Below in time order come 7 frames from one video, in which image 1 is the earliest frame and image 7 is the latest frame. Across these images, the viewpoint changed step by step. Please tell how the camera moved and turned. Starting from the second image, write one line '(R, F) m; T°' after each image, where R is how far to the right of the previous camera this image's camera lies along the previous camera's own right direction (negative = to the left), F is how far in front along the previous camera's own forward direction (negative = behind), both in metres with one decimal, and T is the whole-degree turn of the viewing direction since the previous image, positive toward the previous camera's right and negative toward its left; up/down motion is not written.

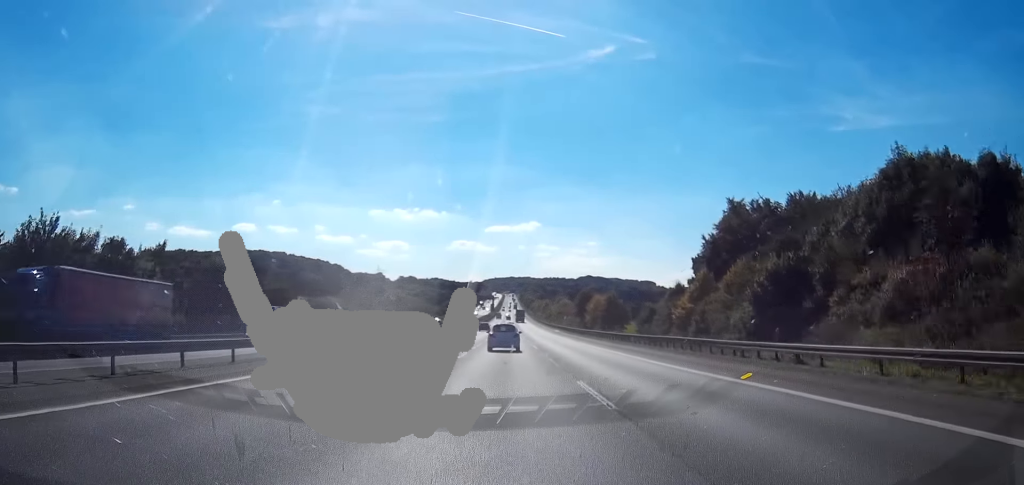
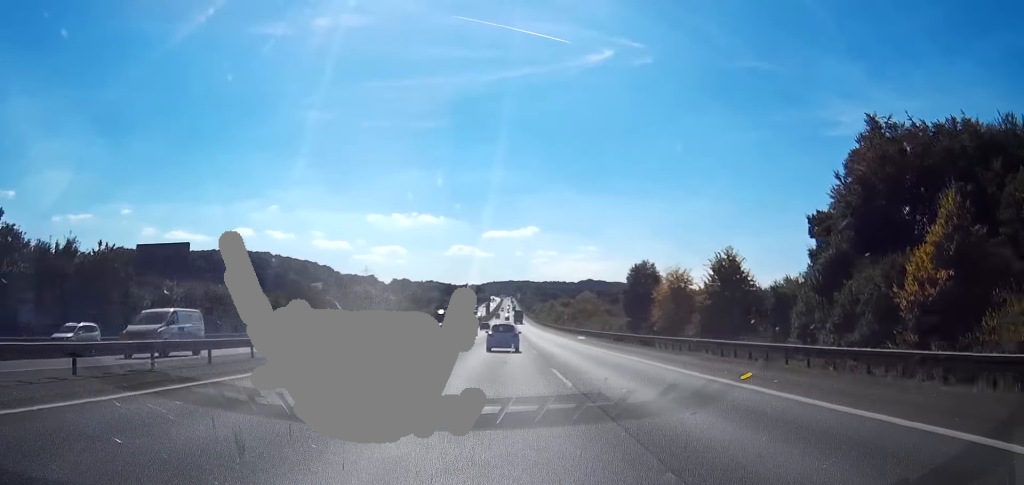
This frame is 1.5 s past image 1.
(+0.2, +48.4) m; 0°
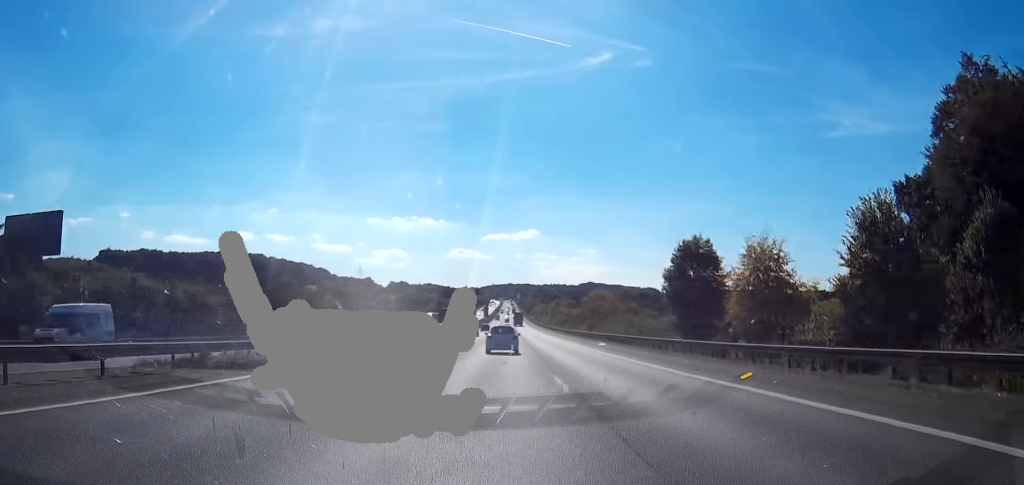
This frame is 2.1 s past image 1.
(0.0, +18.1) m; -1°
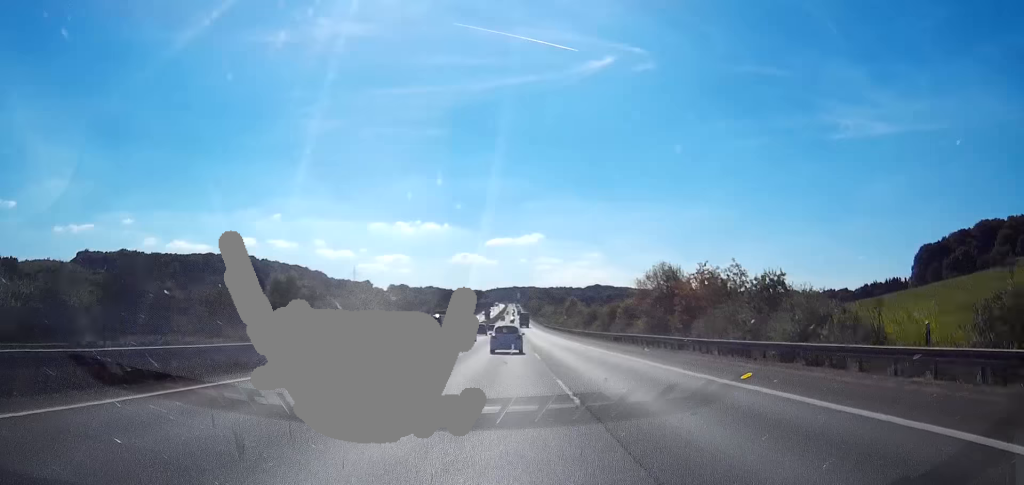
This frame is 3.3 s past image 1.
(-0.5, +38.3) m; -1°
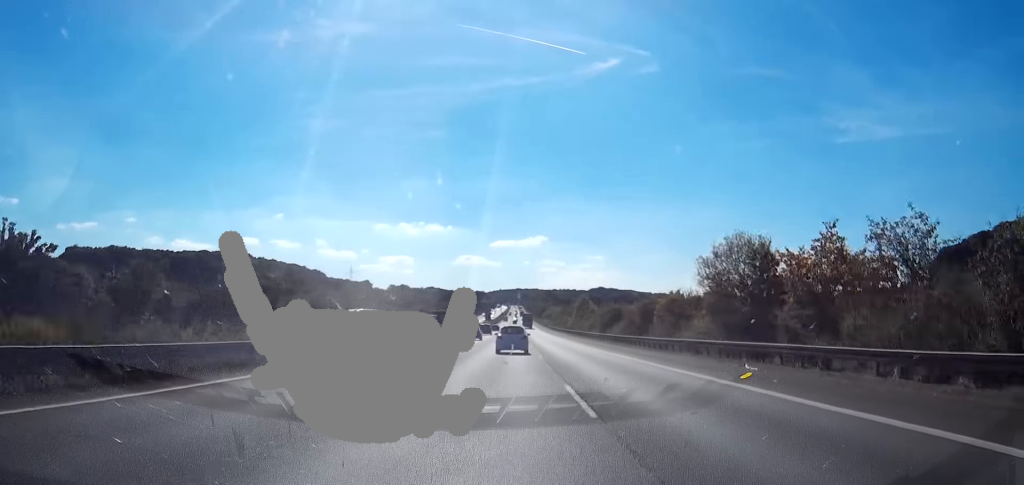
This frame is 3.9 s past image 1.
(-0.1, +19.2) m; 0°
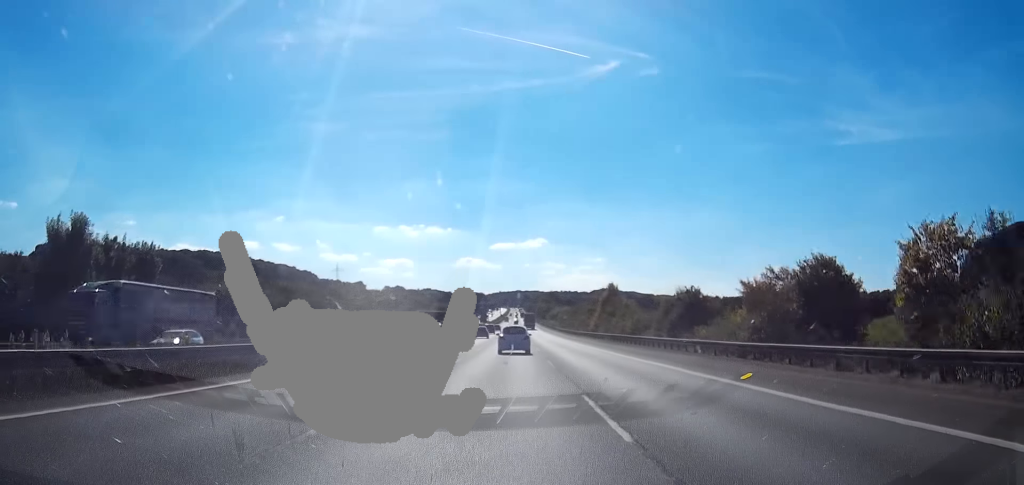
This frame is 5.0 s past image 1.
(+0.2, +37.6) m; 0°
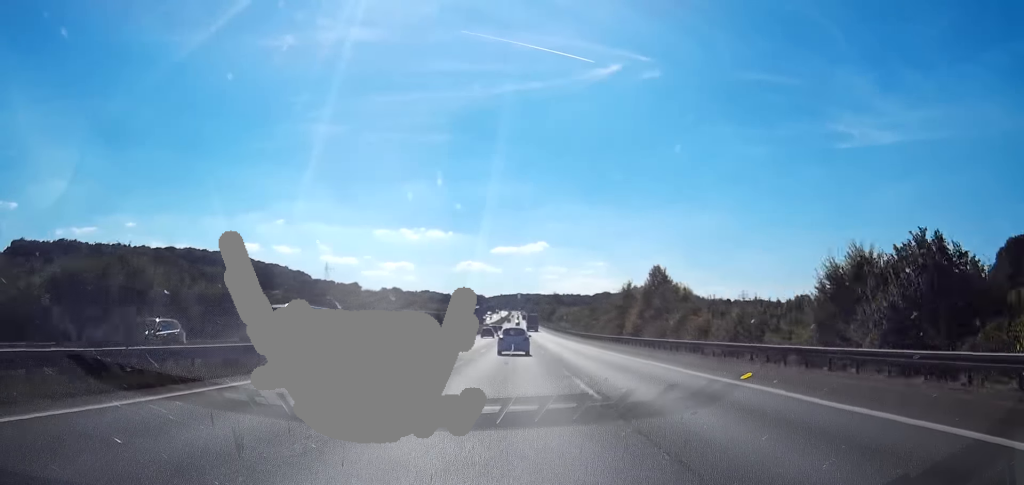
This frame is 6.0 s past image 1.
(-0.1, +30.4) m; 0°
